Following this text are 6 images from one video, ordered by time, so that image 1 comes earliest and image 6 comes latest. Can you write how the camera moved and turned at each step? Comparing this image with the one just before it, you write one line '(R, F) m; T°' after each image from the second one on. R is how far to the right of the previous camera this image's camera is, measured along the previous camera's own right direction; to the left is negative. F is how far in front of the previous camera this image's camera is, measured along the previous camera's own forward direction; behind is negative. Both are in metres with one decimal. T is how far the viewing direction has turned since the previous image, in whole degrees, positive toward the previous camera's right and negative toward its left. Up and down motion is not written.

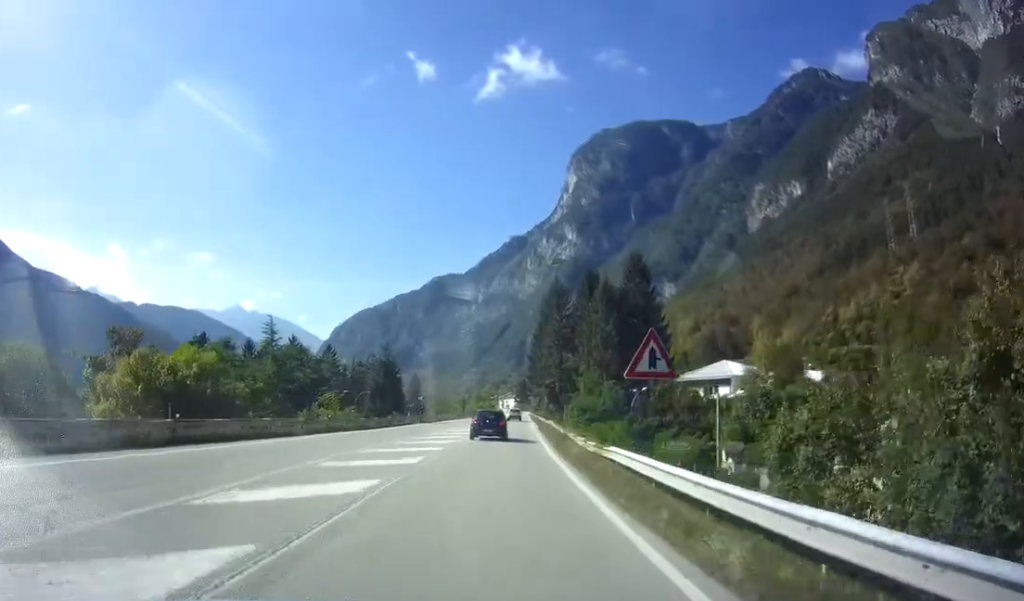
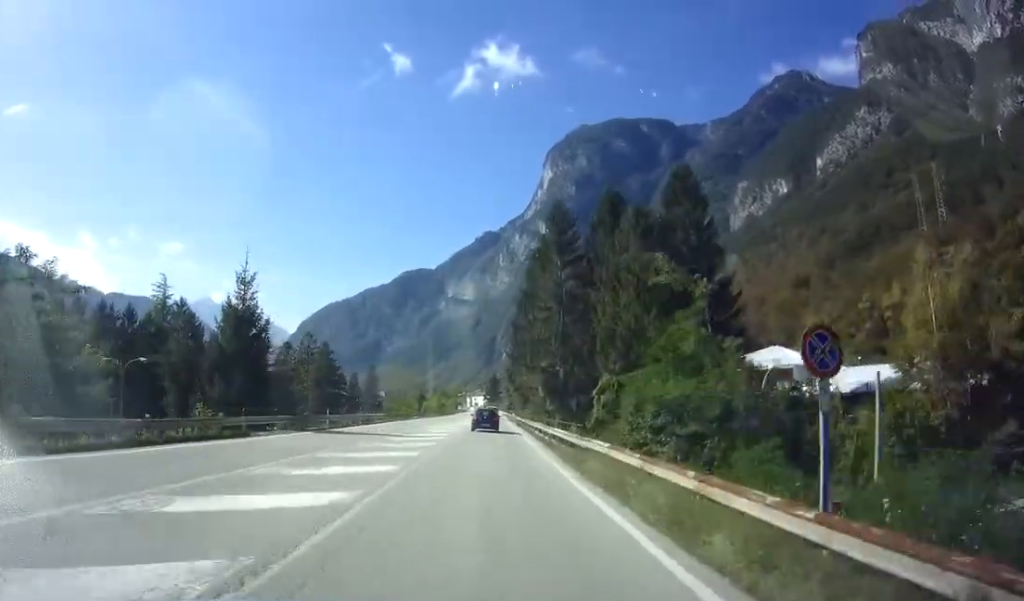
(+0.5, +30.6) m; +2°
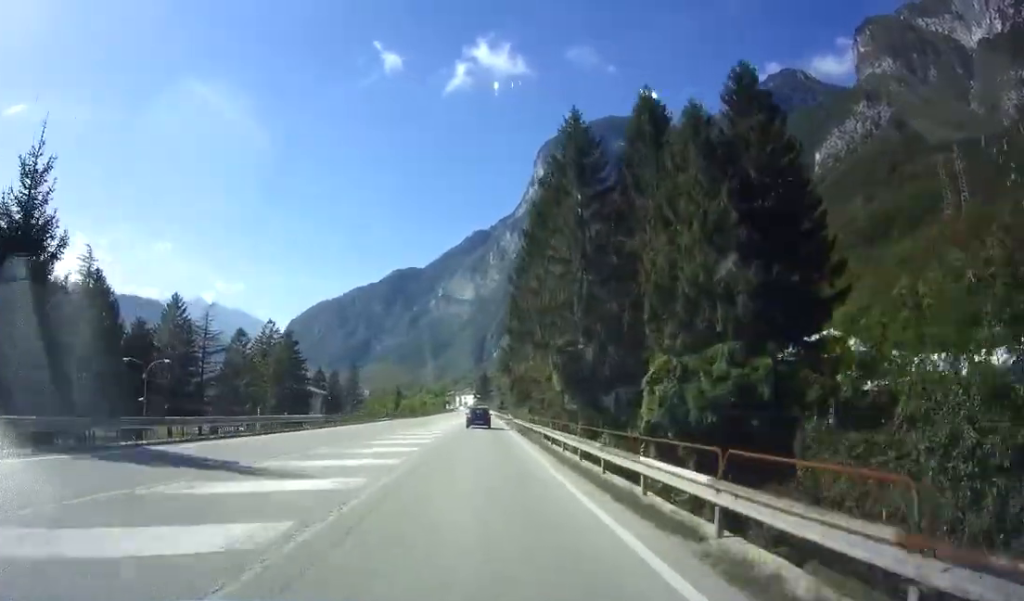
(+0.1, +16.4) m; 0°
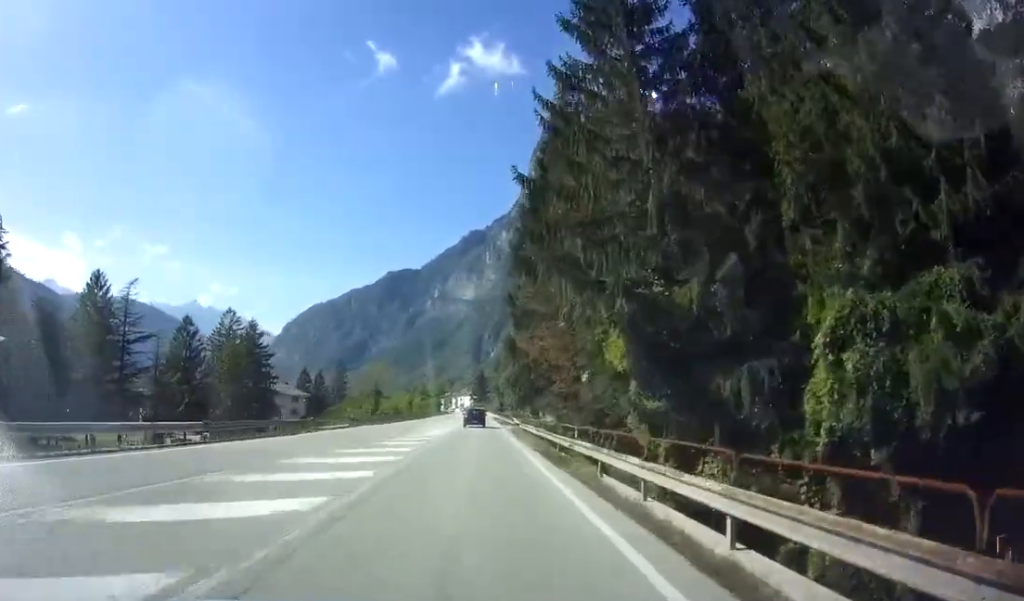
(0.0, +16.4) m; 0°
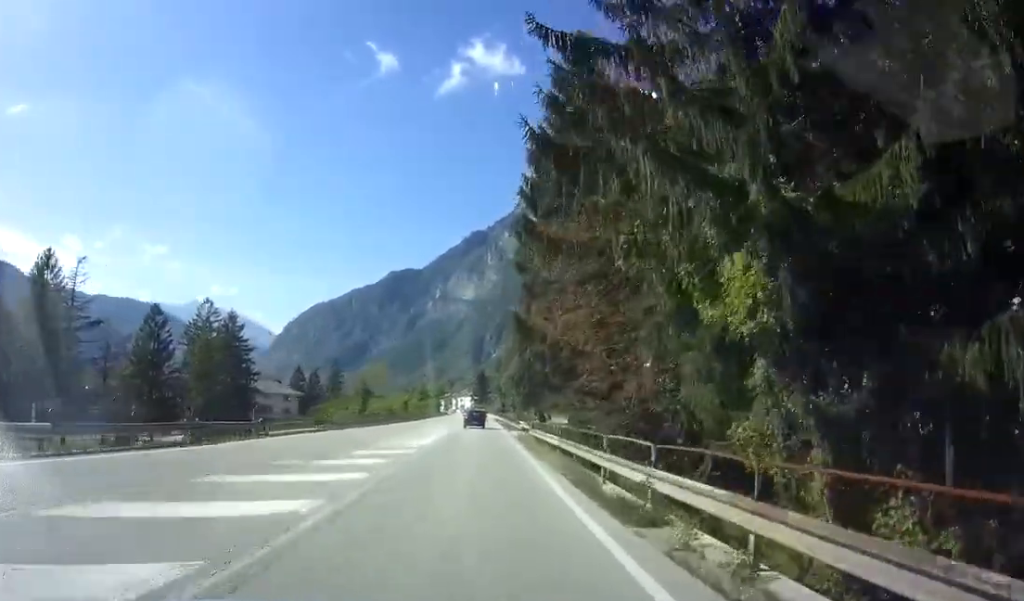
(0.0, +8.2) m; 0°
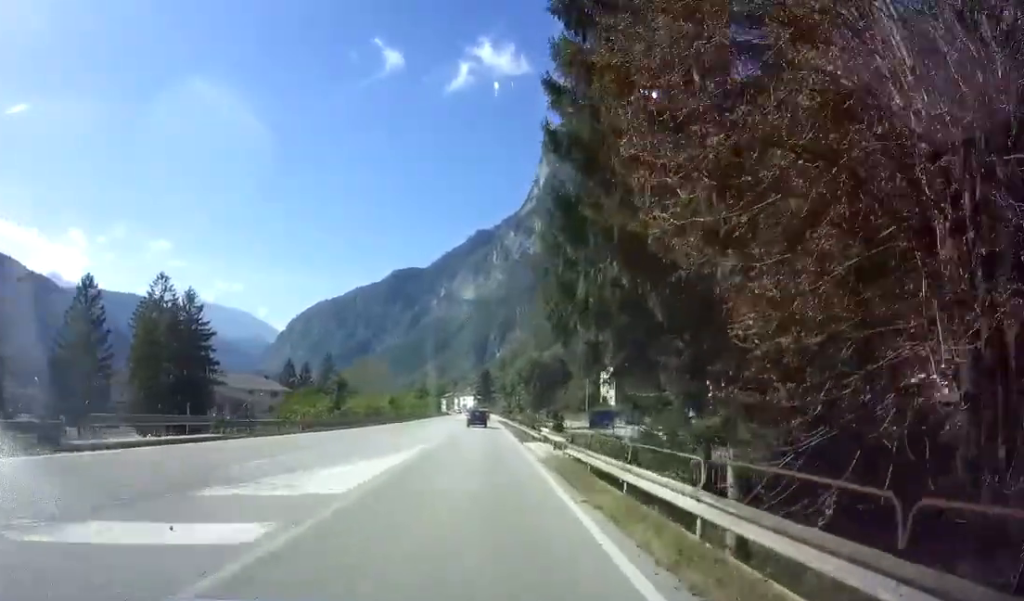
(0.0, +13.6) m; 0°
